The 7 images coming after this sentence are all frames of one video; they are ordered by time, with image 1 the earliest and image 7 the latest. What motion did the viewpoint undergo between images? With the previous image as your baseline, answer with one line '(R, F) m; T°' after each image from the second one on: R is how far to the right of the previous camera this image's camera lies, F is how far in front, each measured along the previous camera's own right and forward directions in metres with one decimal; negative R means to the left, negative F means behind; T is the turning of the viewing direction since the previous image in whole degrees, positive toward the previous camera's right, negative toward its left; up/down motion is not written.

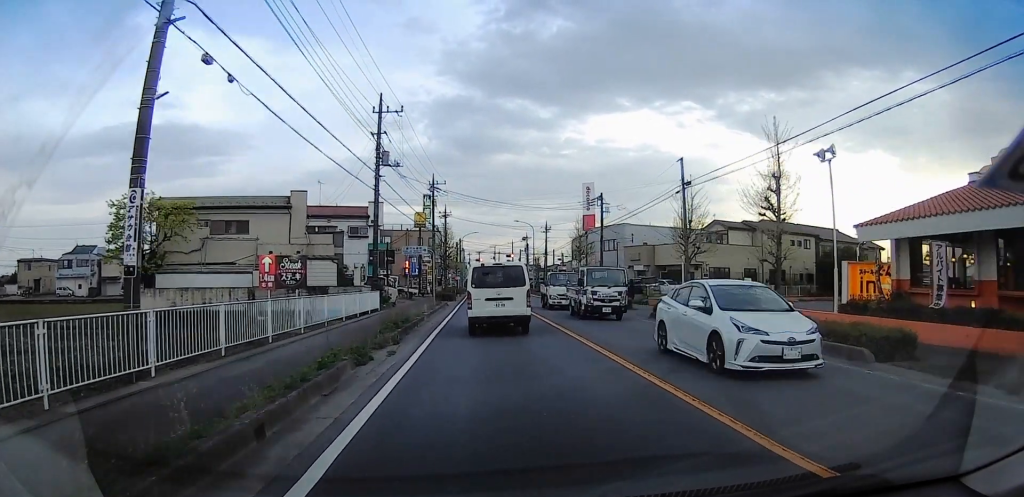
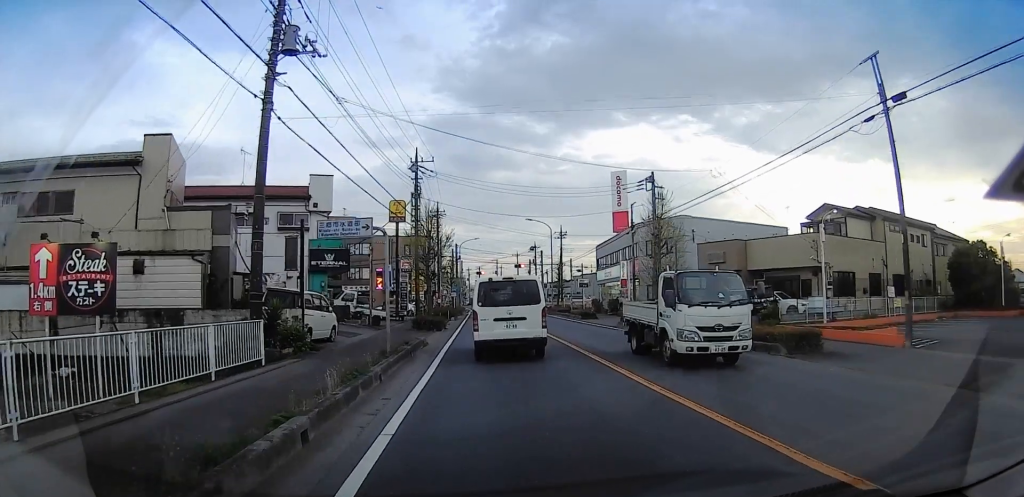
(+0.7, +18.7) m; +3°
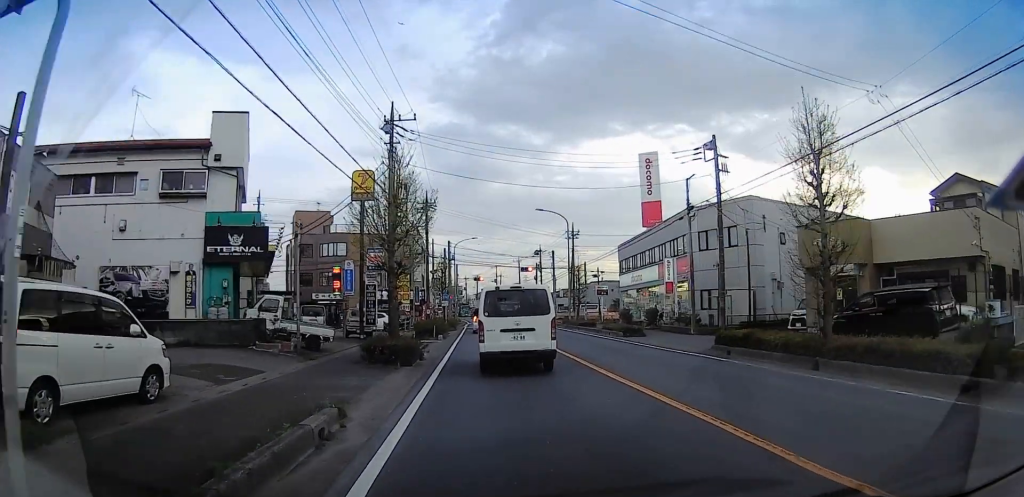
(-0.3, +13.5) m; -4°
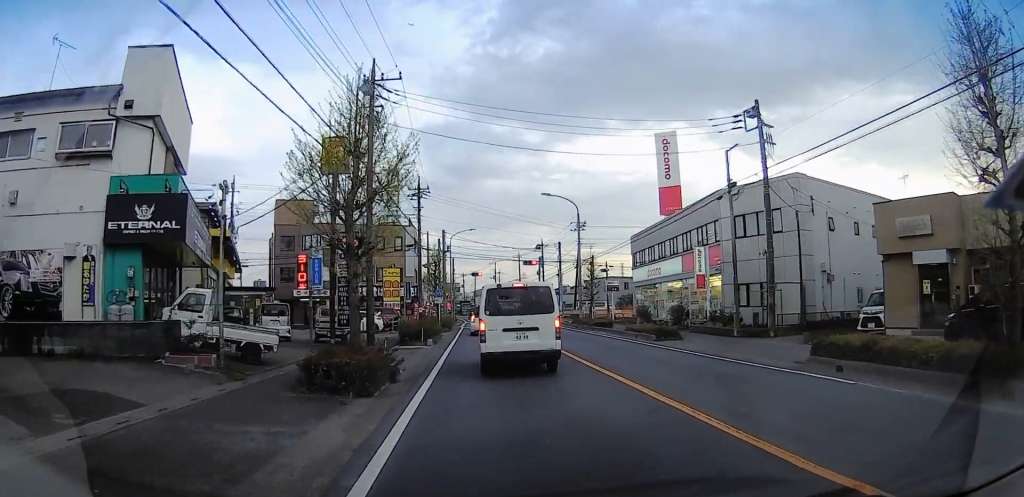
(-0.1, +6.3) m; +3°
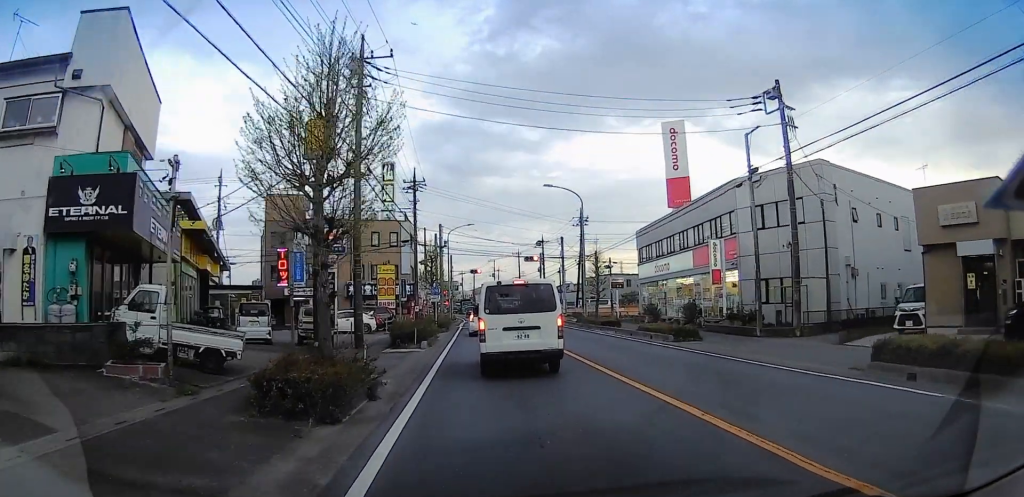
(-0.1, +2.5) m; +2°
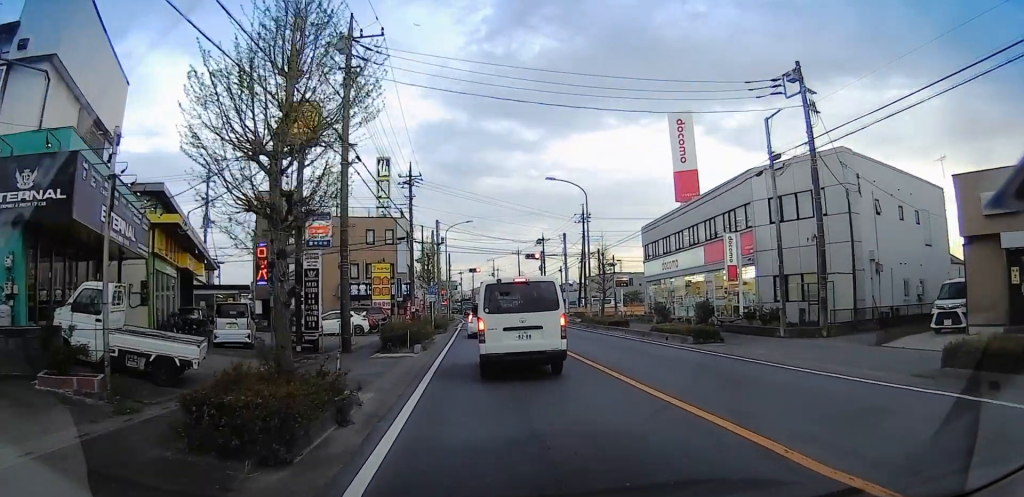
(+0.2, +2.1) m; 0°
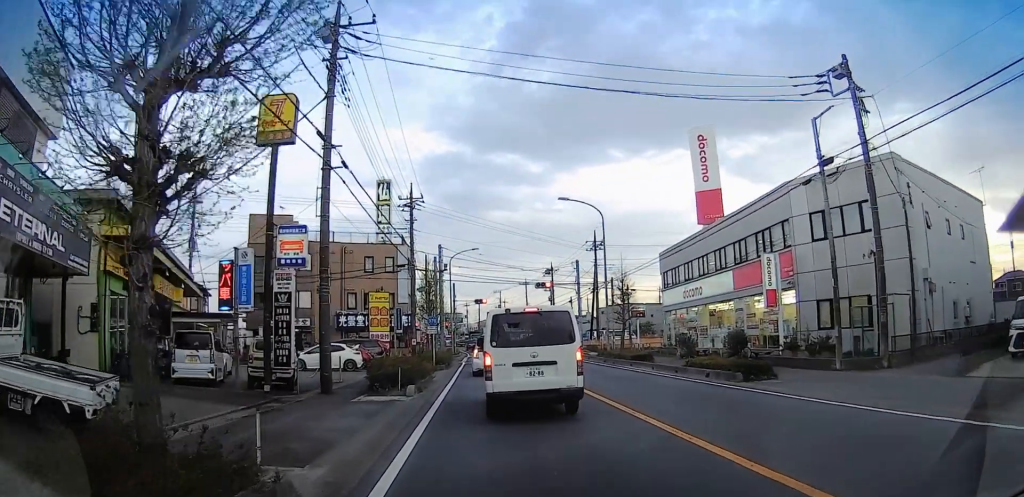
(+0.2, +3.8) m; -3°
